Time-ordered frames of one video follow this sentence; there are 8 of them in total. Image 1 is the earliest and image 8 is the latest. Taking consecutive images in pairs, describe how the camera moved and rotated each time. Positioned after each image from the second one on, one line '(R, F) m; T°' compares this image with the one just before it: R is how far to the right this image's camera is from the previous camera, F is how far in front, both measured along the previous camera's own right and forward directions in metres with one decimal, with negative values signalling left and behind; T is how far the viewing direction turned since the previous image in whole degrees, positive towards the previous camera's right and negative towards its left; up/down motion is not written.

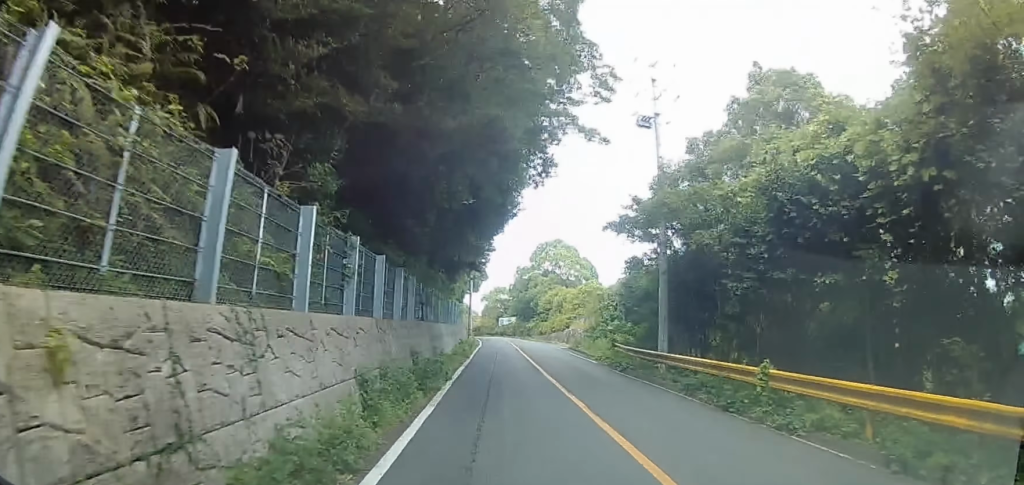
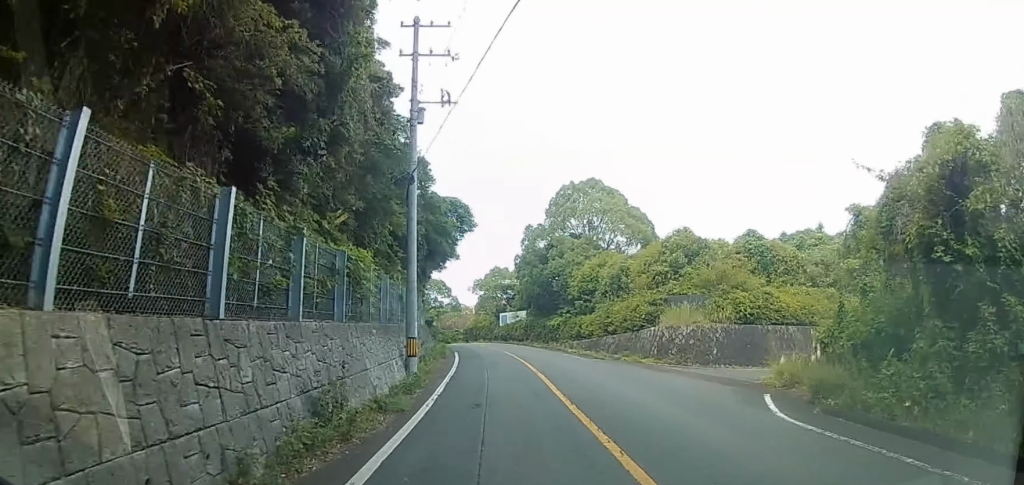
(-3.4, +39.3) m; -8°
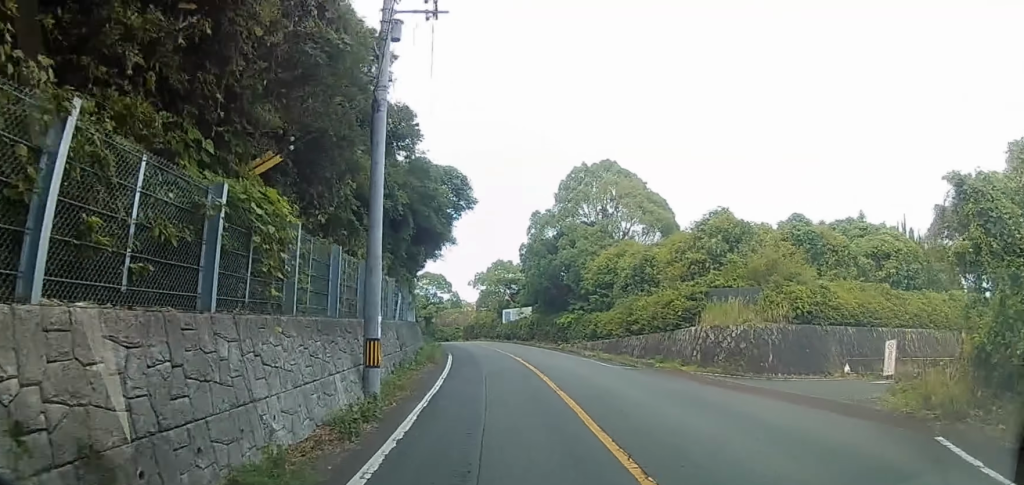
(+0.2, +6.0) m; +1°
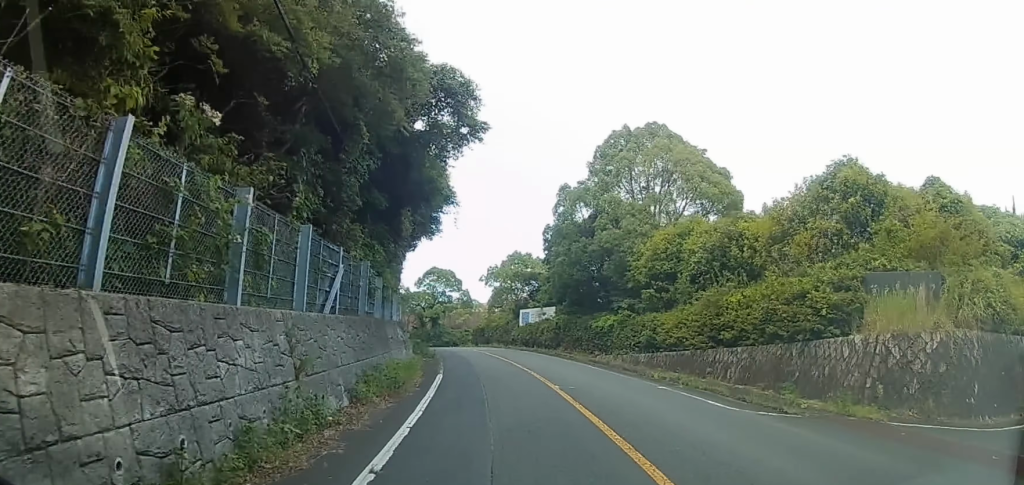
(+0.1, +11.9) m; 0°
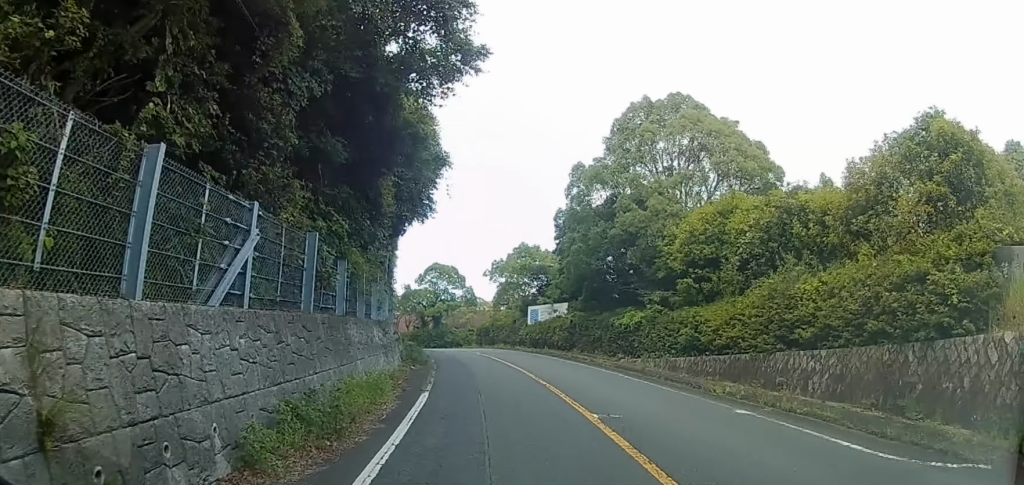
(0.0, +5.6) m; 0°
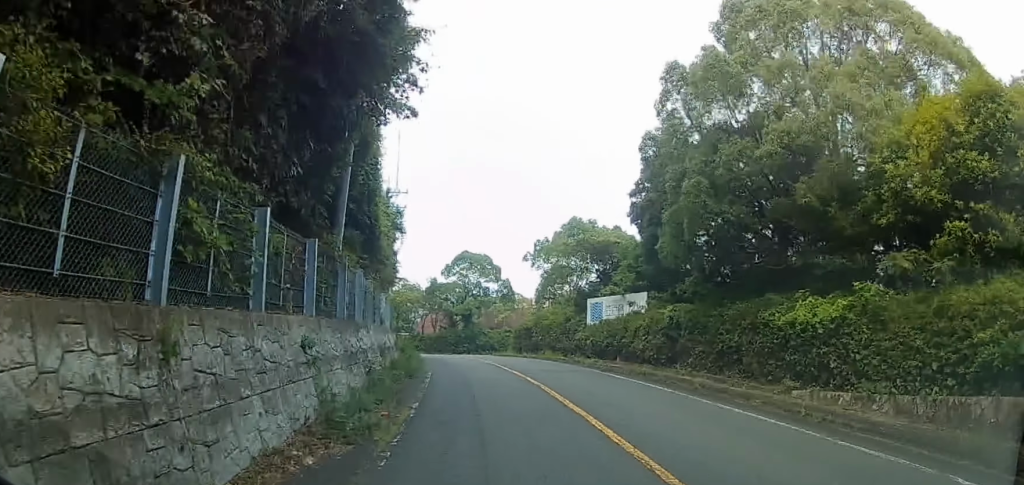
(-0.2, +15.4) m; -2°
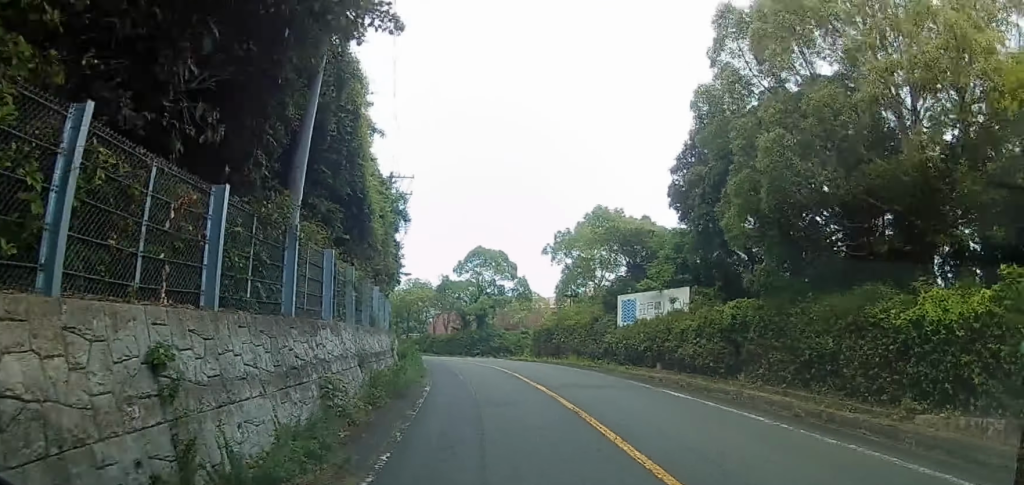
(+0.1, +5.1) m; -1°
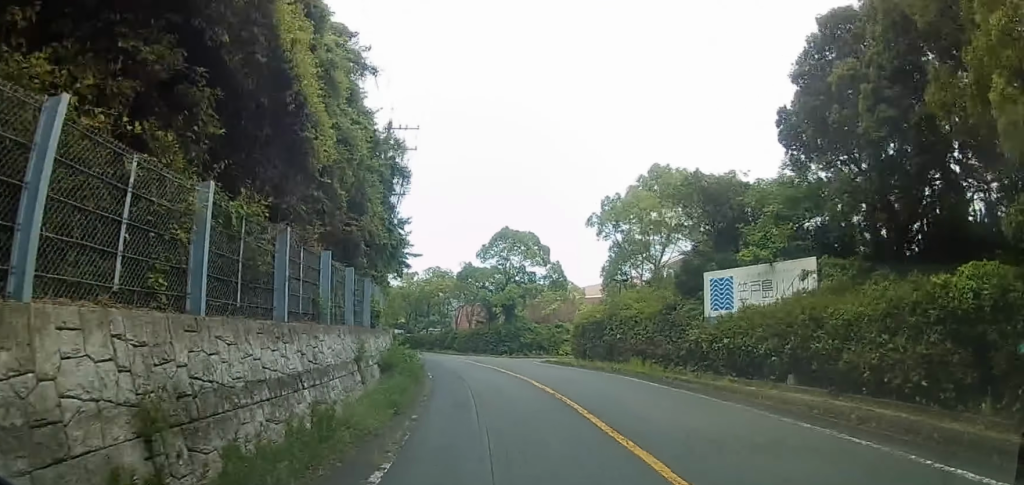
(-0.2, +9.7) m; -2°
